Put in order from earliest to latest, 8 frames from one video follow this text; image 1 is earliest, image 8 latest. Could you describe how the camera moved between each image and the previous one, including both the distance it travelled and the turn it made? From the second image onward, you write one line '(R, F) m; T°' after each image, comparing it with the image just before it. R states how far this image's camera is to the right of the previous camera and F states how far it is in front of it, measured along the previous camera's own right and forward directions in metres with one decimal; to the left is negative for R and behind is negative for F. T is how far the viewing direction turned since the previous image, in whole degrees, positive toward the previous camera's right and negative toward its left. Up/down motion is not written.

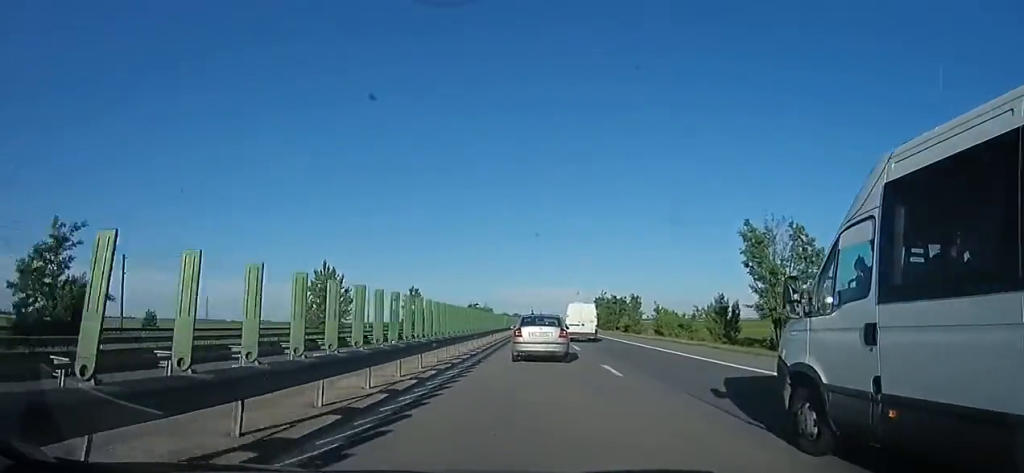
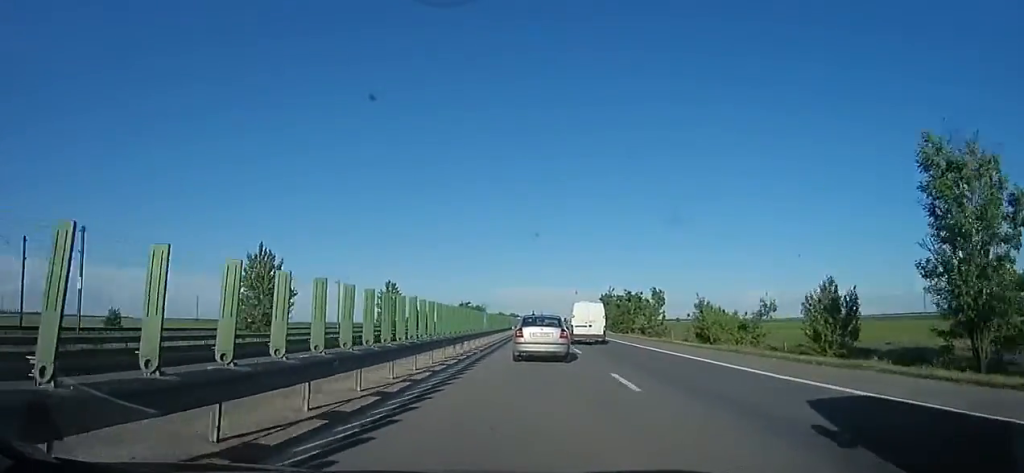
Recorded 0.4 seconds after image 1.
(-0.3, +14.2) m; 0°
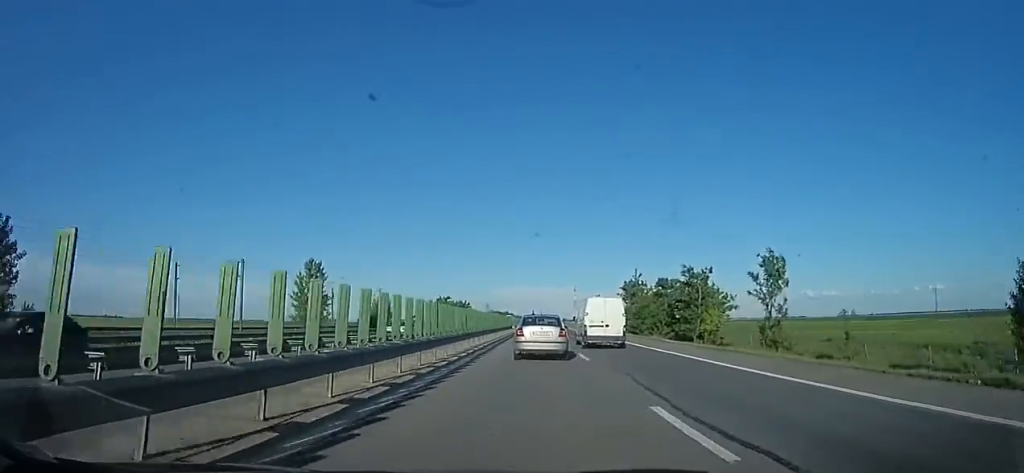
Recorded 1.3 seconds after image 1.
(+1.1, +28.4) m; +2°
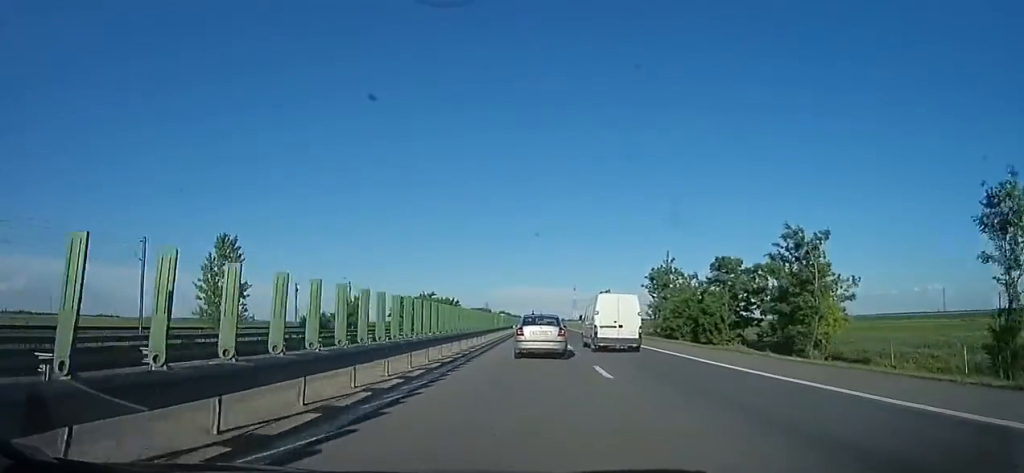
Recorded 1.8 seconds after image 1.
(0.0, +16.6) m; 0°
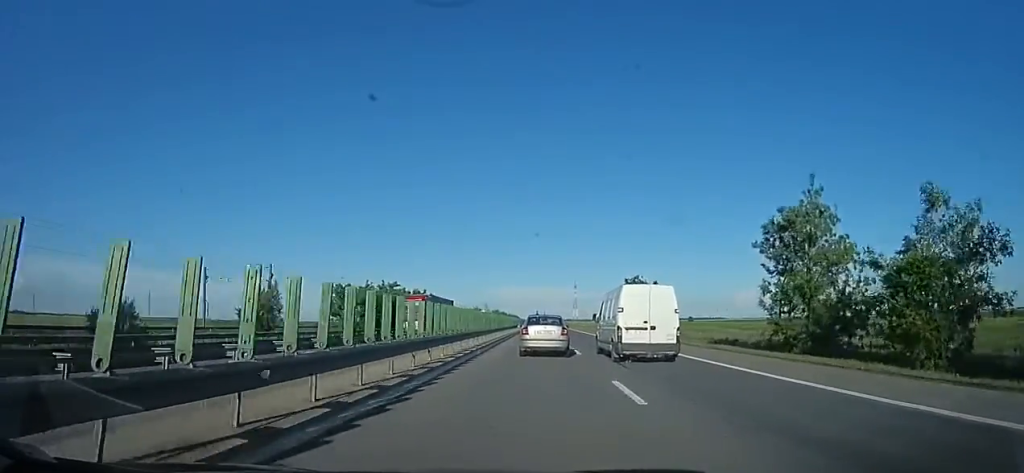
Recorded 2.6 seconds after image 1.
(0.0, +27.2) m; 0°
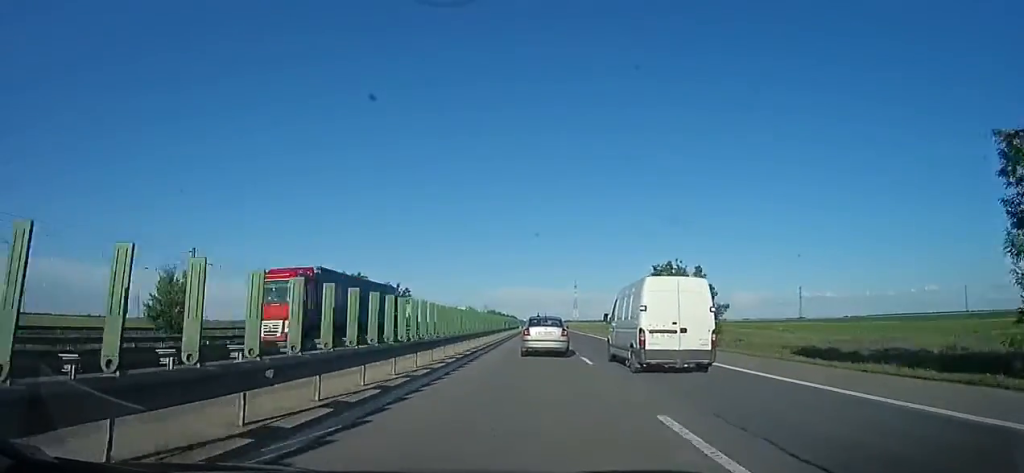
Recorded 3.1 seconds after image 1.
(0.0, +15.6) m; 0°
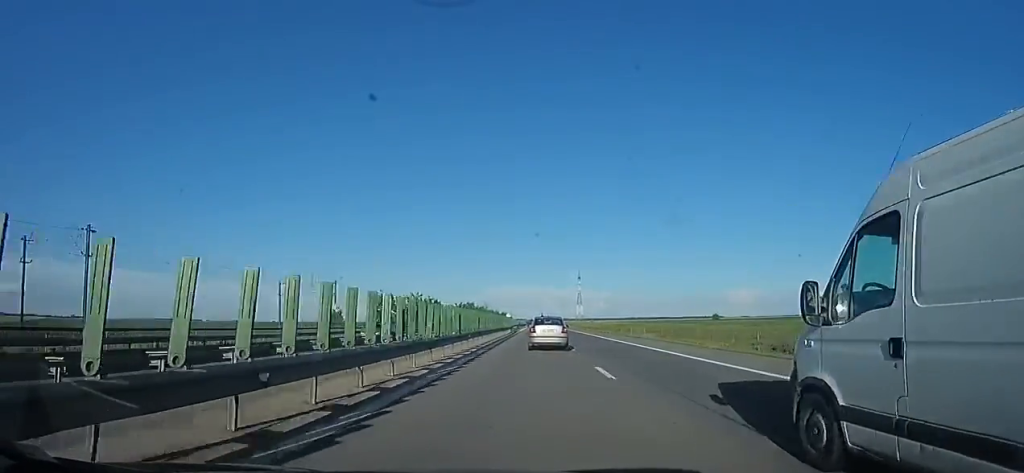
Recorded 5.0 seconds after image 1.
(-0.1, +63.5) m; 0°
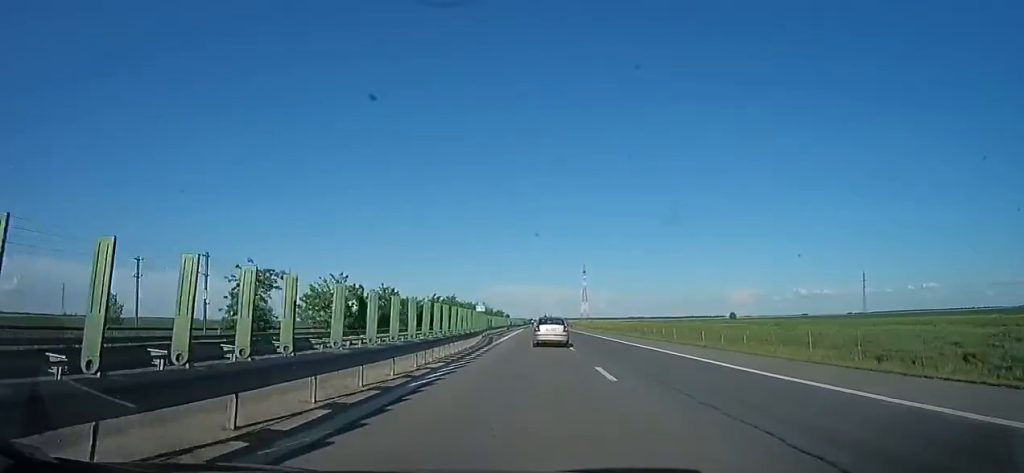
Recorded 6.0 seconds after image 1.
(0.0, +35.6) m; 0°
